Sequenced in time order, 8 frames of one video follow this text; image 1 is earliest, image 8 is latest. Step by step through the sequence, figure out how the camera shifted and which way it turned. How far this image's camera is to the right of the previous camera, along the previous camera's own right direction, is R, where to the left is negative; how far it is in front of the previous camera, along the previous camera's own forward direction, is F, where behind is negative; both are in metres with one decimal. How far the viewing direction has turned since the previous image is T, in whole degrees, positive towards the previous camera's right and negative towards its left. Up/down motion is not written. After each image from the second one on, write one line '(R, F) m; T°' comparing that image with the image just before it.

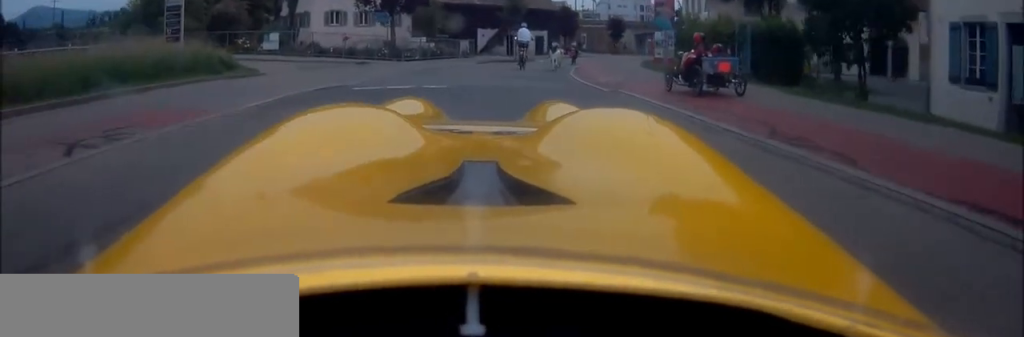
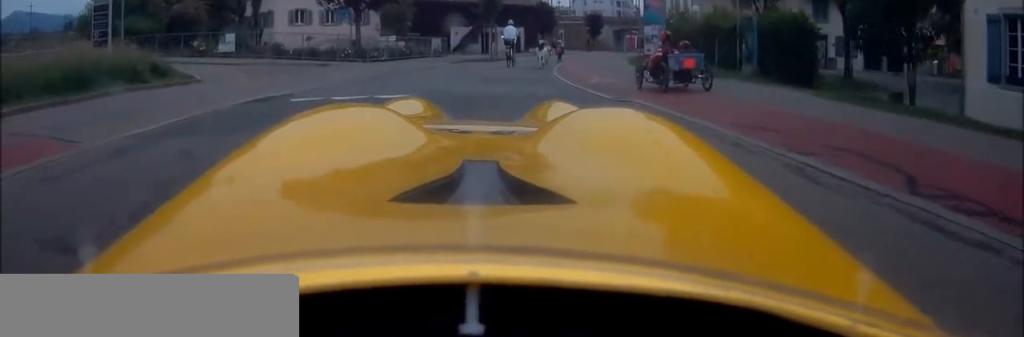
(-0.2, +2.5) m; -2°
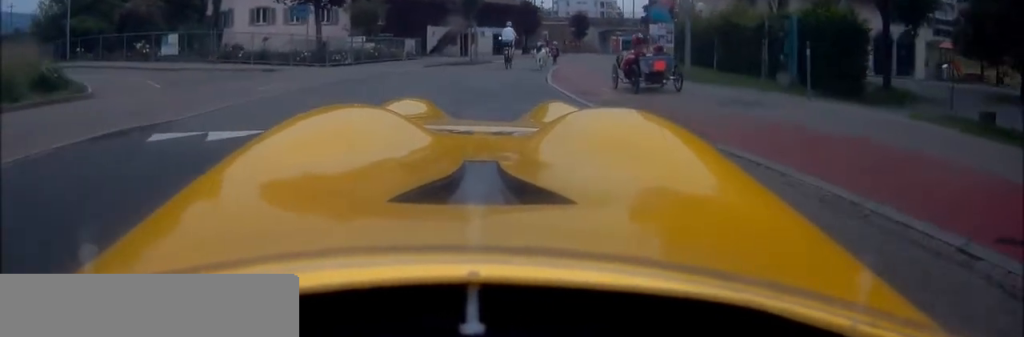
(-0.1, +3.8) m; -2°
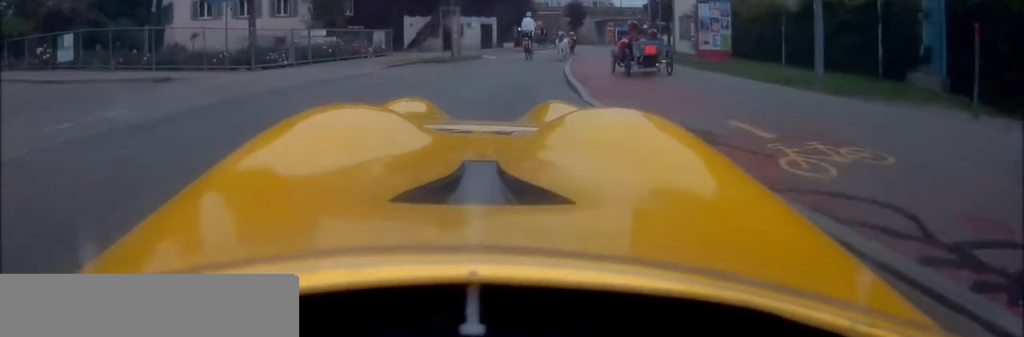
(0.0, +6.5) m; +2°
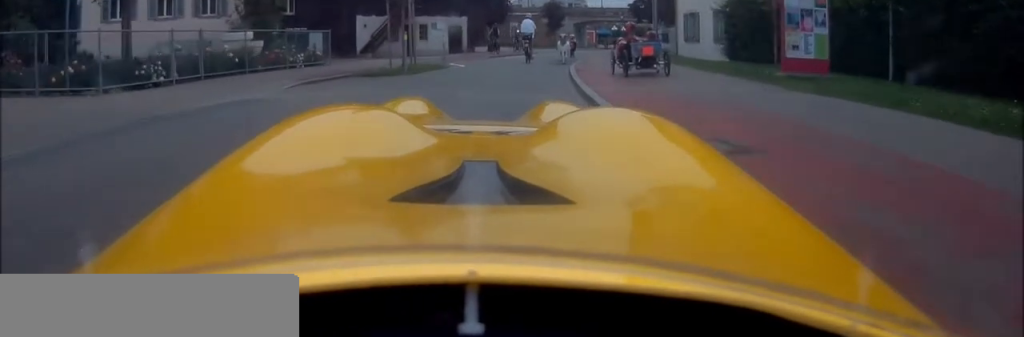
(+0.3, +6.1) m; +6°
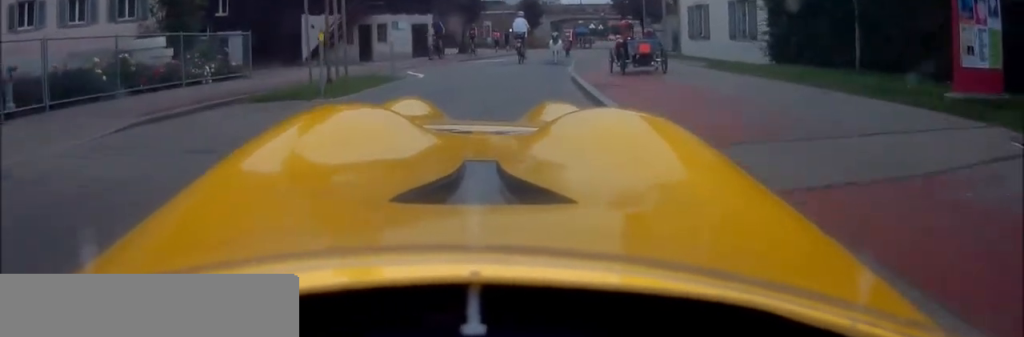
(+0.2, +5.1) m; +3°
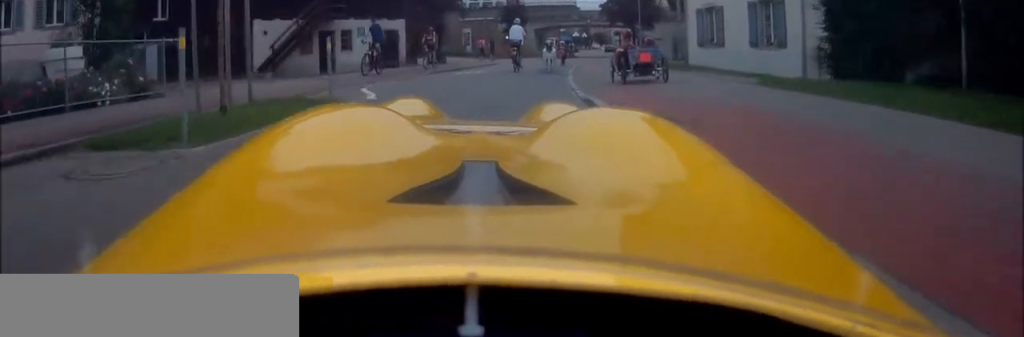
(0.0, +3.9) m; 0°
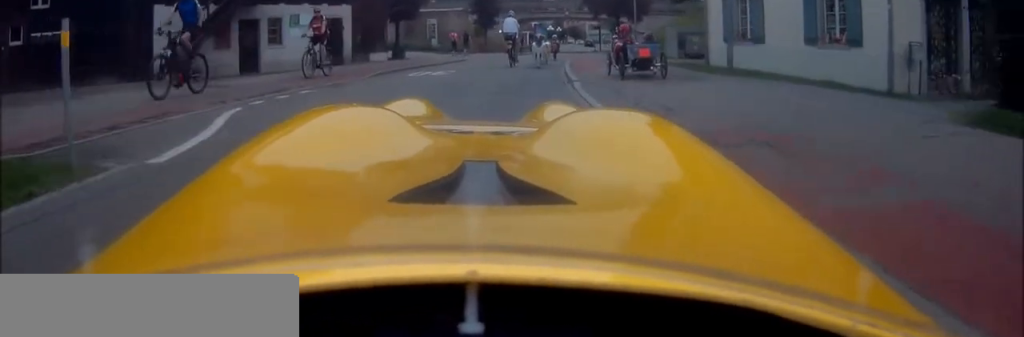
(0.0, +6.0) m; +4°
